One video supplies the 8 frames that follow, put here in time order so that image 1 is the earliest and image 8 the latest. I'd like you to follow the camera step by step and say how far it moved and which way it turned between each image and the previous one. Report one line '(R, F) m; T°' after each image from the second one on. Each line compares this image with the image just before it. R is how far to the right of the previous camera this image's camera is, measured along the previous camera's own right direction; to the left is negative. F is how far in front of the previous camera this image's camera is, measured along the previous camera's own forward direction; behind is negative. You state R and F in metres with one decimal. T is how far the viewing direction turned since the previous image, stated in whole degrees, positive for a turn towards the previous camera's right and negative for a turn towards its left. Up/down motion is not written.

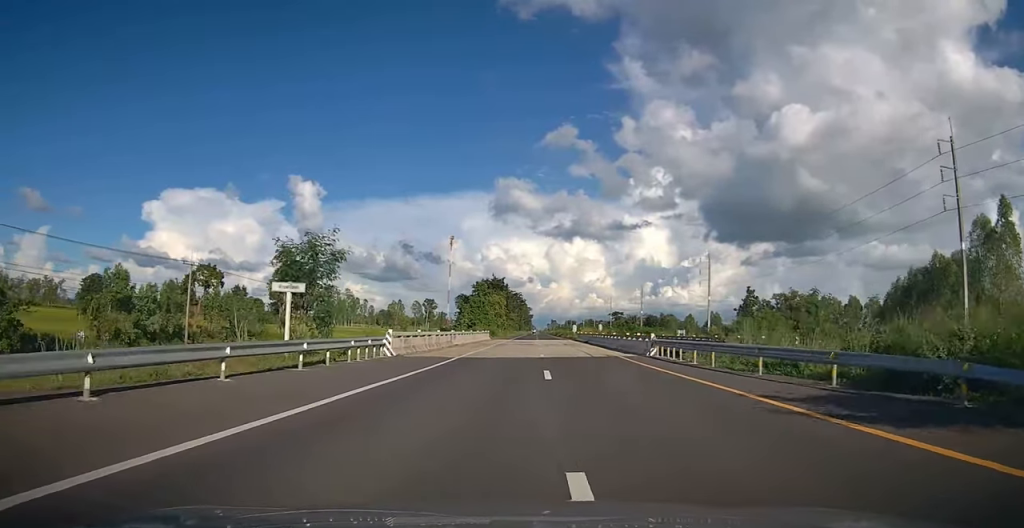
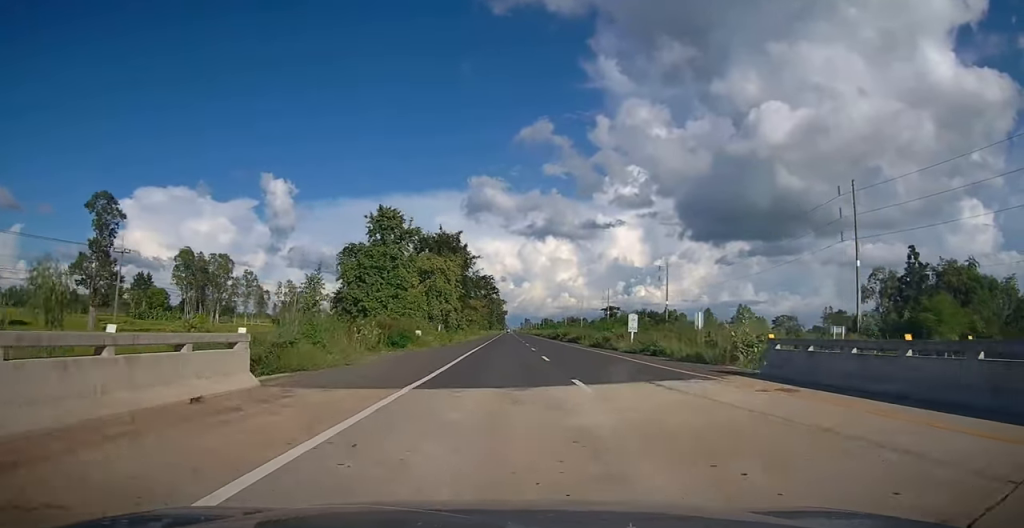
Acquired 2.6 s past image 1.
(0.0, +63.1) m; +1°
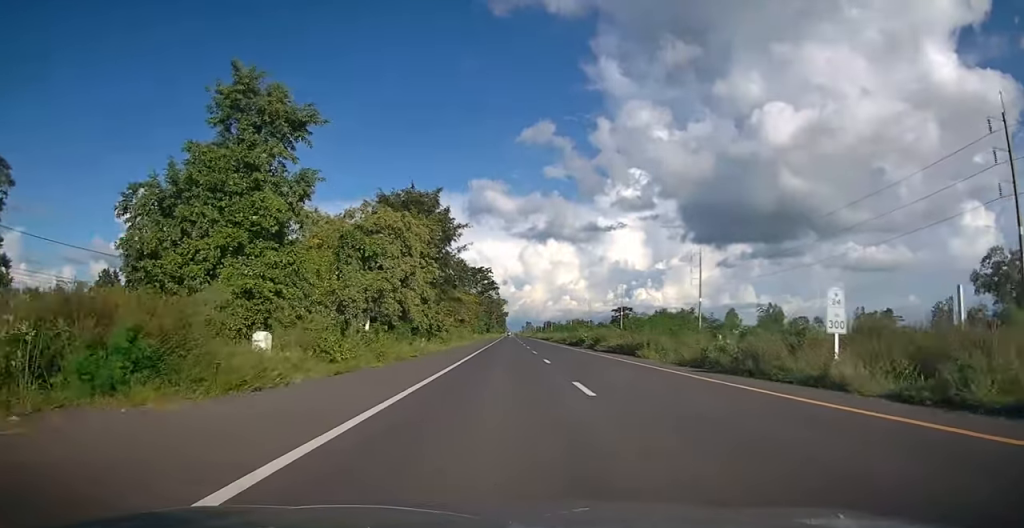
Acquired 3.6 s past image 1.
(+0.3, +23.9) m; +1°
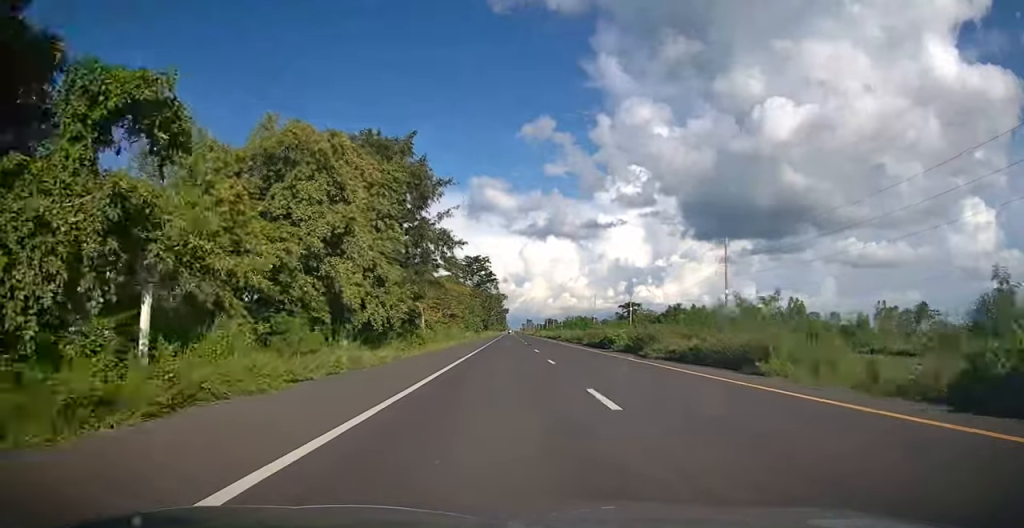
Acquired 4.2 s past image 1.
(0.0, +14.4) m; 0°
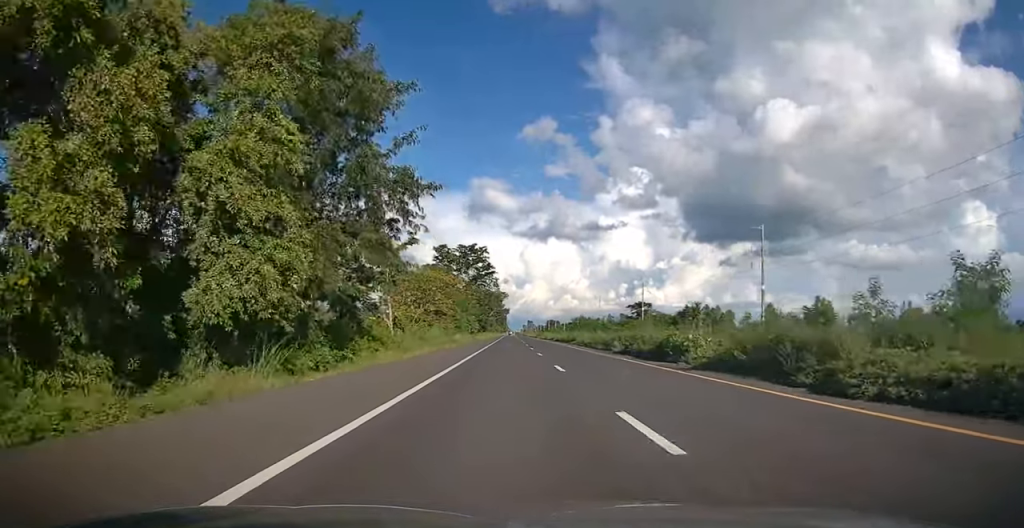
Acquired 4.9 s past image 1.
(0.0, +15.2) m; 0°
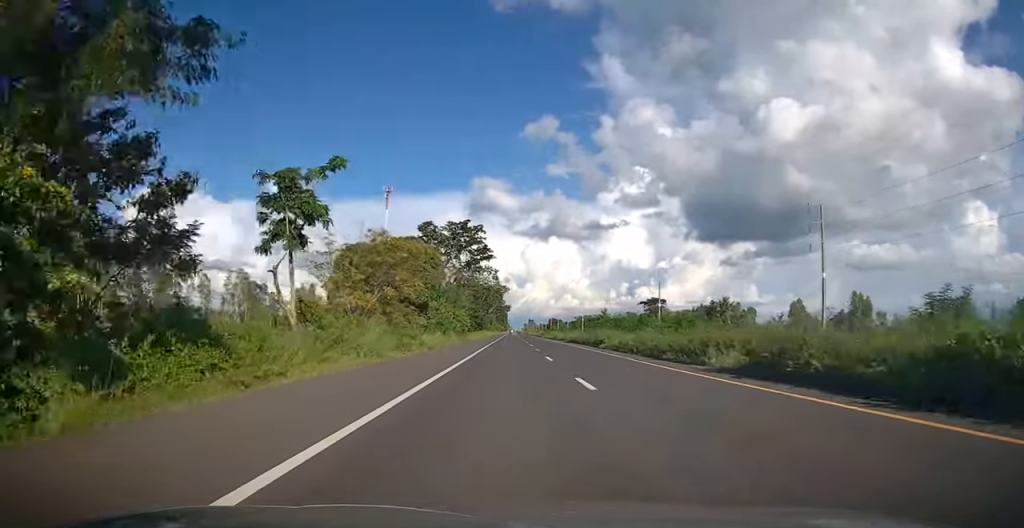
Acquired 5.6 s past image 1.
(0.0, +18.0) m; 0°
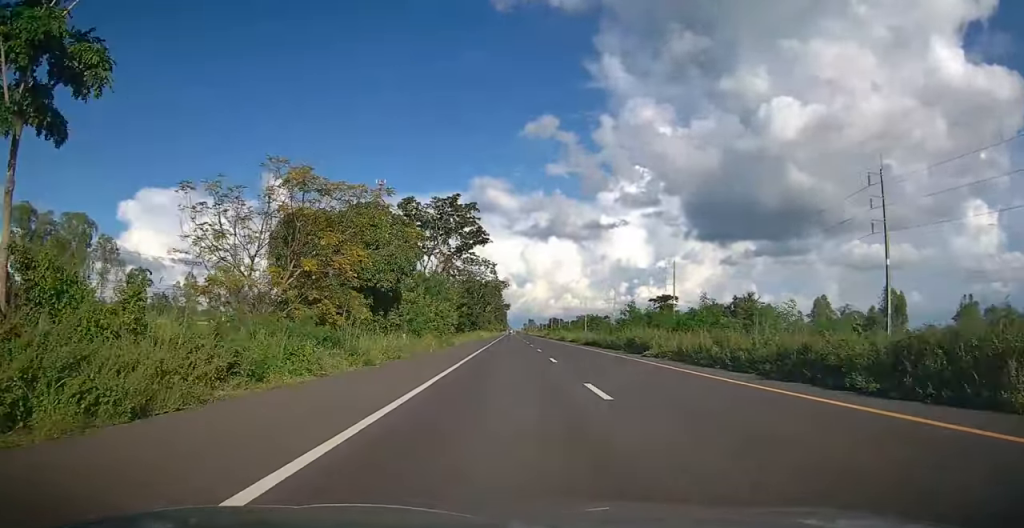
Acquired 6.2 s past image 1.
(0.0, +13.5) m; 0°
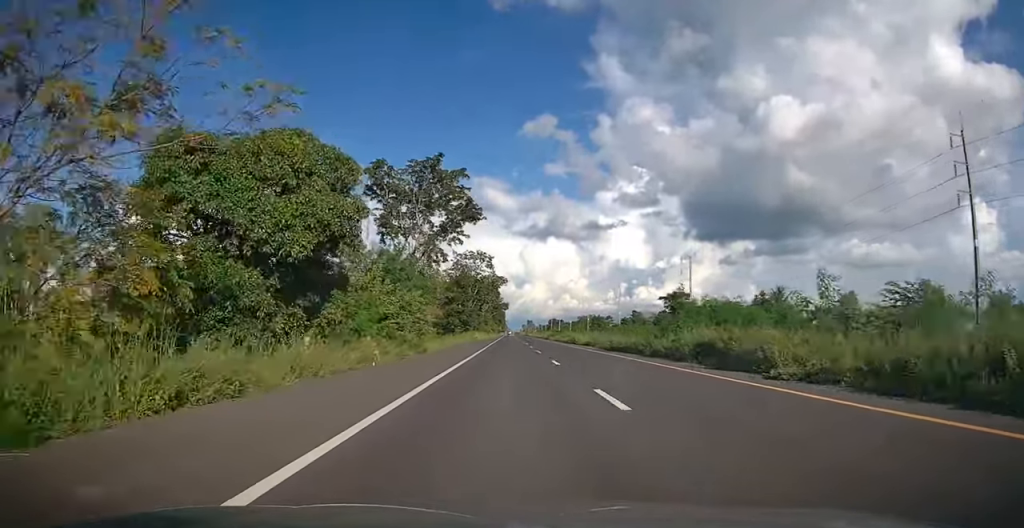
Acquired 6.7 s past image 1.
(0.0, +13.5) m; 0°
